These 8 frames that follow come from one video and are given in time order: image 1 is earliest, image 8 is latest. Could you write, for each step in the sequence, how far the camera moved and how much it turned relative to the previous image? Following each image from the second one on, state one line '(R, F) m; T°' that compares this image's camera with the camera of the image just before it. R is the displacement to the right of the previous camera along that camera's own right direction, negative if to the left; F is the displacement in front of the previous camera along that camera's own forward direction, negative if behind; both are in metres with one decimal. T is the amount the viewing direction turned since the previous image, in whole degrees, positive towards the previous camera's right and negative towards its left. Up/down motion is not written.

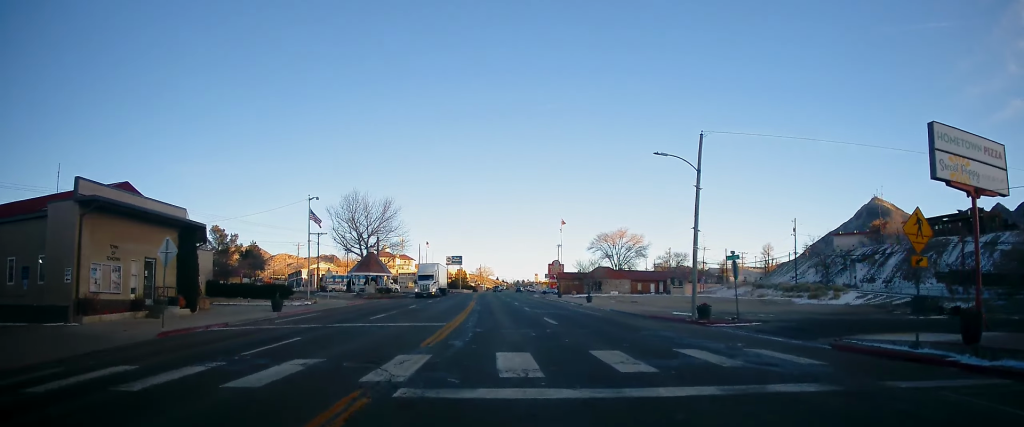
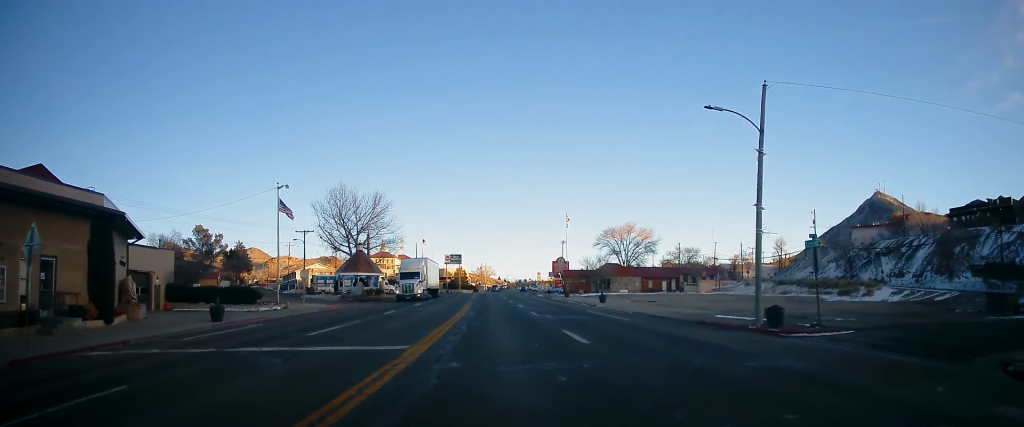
(-0.1, +7.9) m; -1°
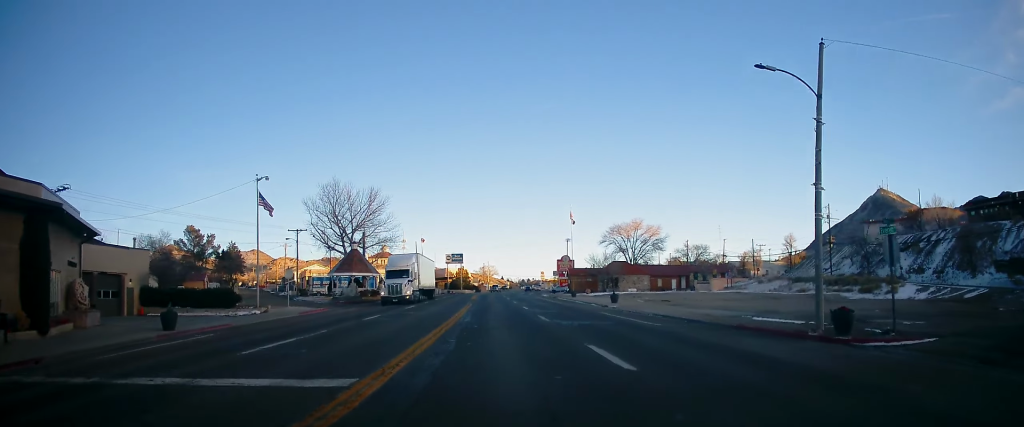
(0.0, +4.6) m; -1°
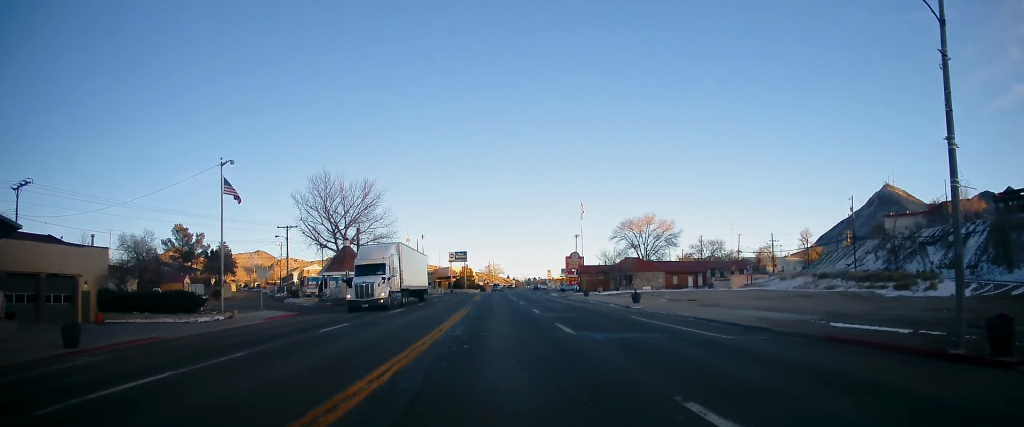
(-0.1, +6.6) m; 0°
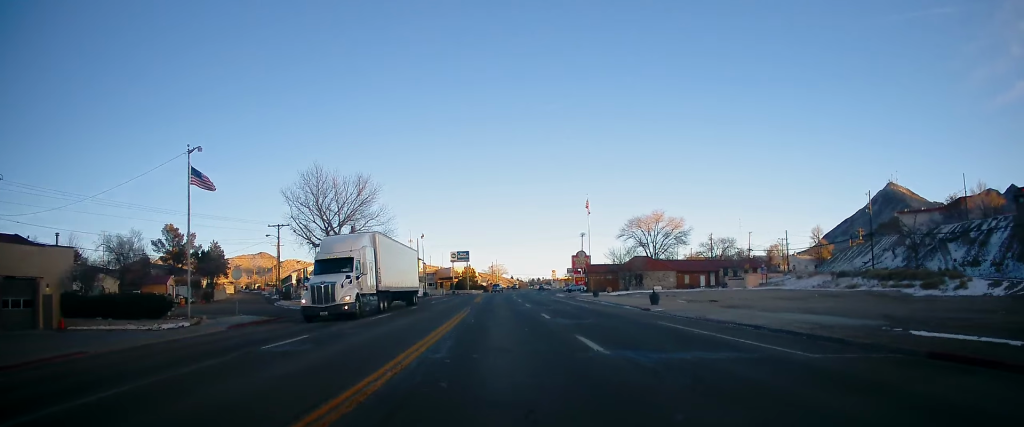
(-0.2, +4.7) m; +1°
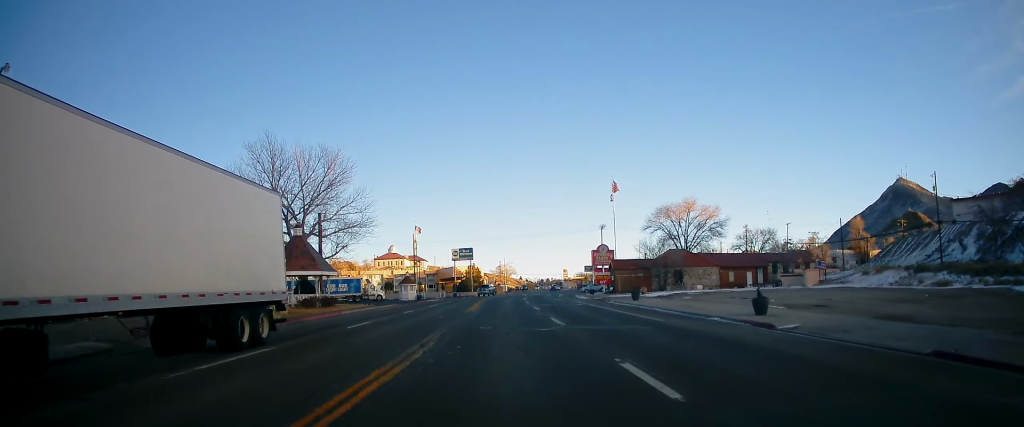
(+0.3, +16.4) m; -2°
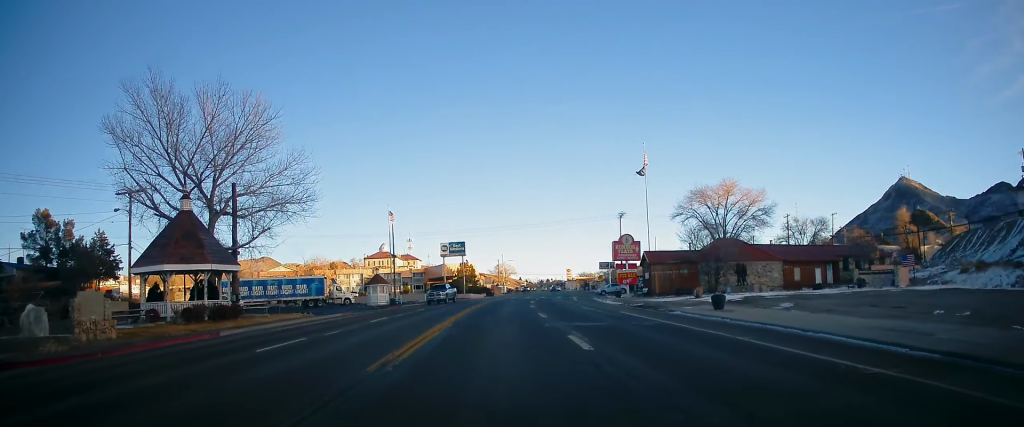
(-0.7, +19.8) m; +1°
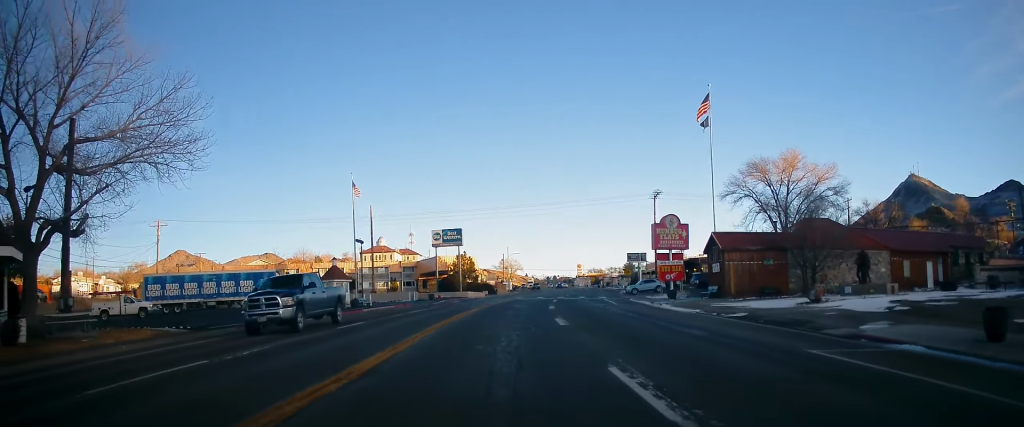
(+0.5, +19.0) m; -3°
